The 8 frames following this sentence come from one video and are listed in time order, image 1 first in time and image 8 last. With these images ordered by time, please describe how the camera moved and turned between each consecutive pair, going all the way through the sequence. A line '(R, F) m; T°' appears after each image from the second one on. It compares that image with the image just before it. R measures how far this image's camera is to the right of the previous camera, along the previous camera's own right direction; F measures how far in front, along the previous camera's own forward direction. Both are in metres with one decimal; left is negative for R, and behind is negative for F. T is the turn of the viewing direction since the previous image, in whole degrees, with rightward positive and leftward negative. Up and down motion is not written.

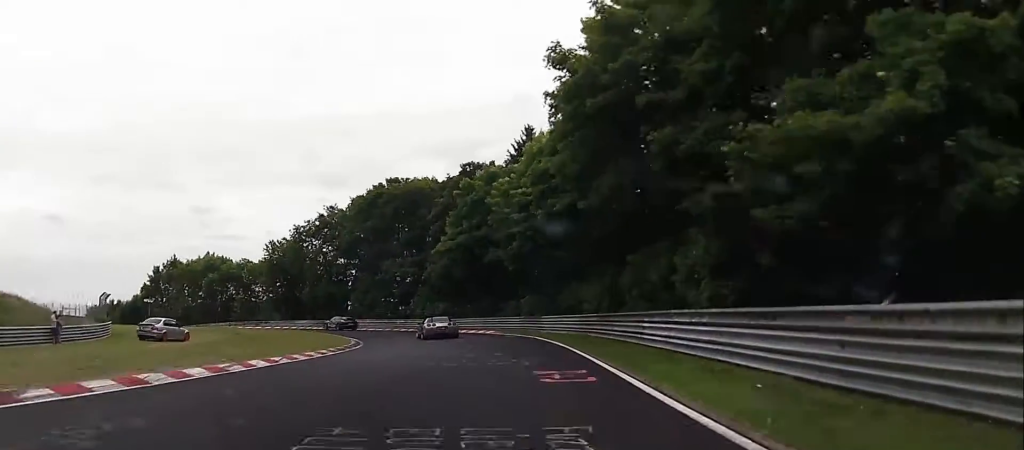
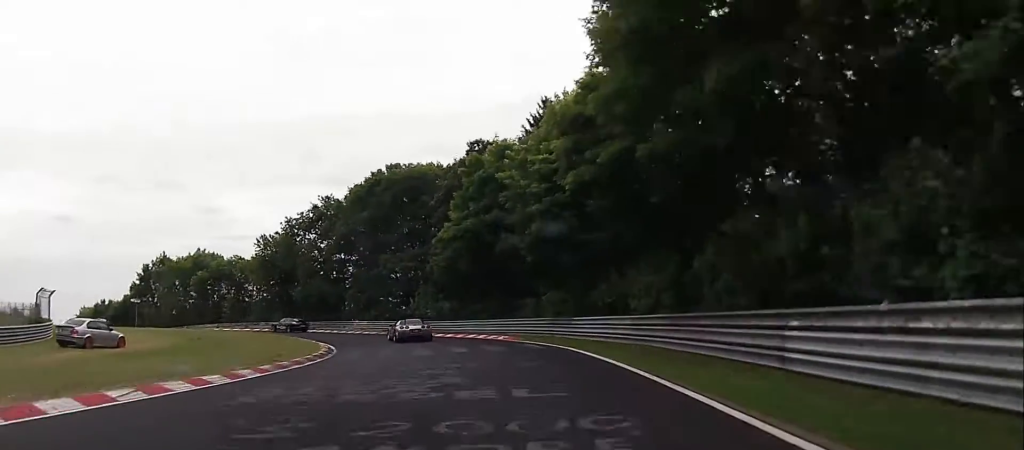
(+0.4, +9.1) m; +1°
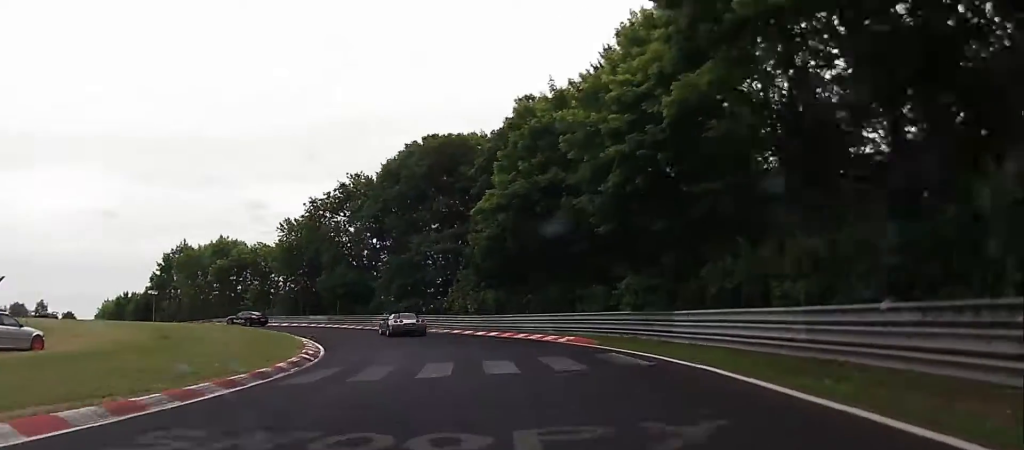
(-0.3, +9.4) m; -5°
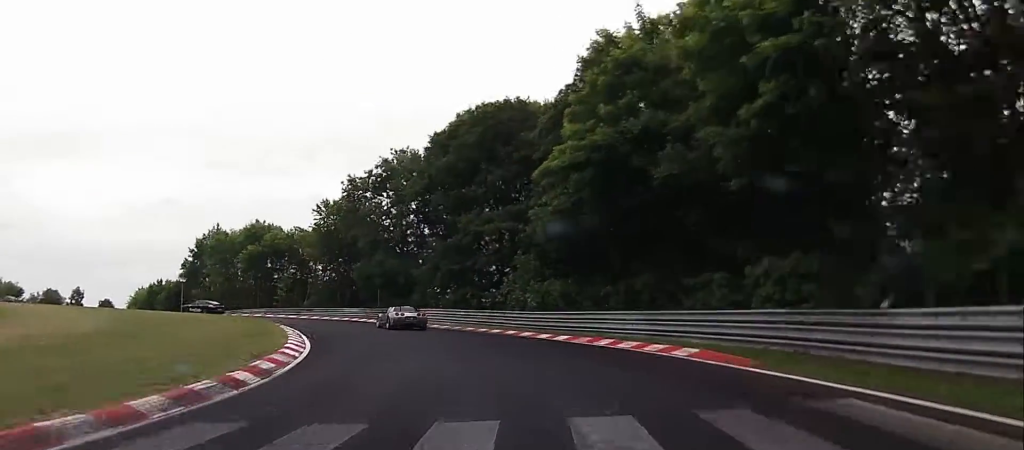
(+0.2, +8.9) m; -5°
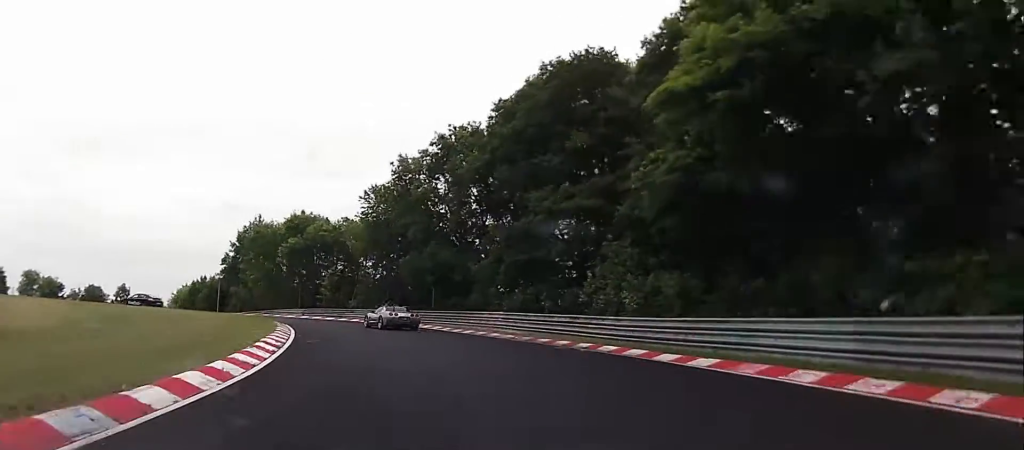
(-1.1, +8.9) m; -8°
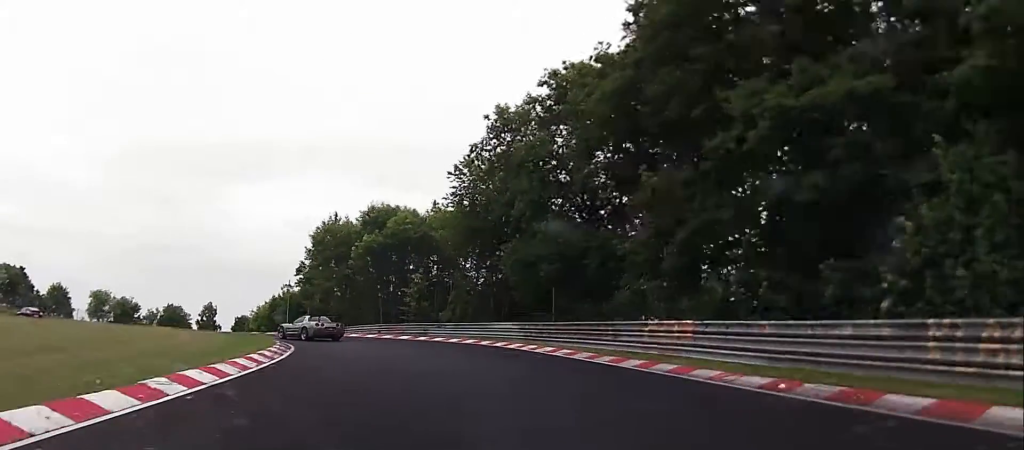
(-1.9, +15.4) m; -15°
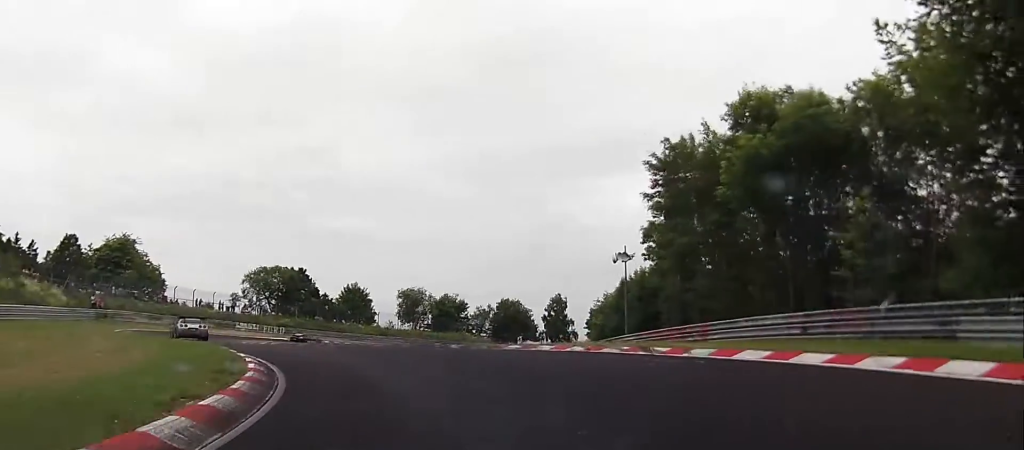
(-8.2, +26.0) m; -38°
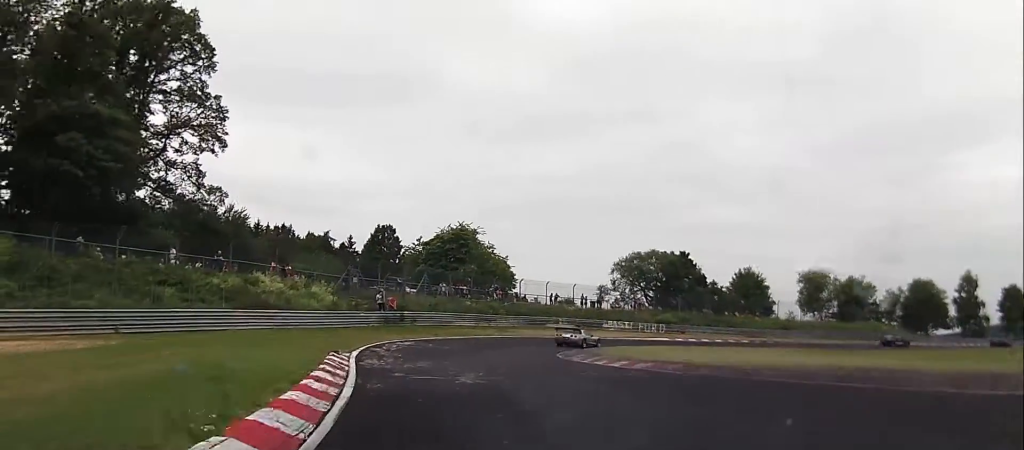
(-4.9, +19.8) m; -25°
